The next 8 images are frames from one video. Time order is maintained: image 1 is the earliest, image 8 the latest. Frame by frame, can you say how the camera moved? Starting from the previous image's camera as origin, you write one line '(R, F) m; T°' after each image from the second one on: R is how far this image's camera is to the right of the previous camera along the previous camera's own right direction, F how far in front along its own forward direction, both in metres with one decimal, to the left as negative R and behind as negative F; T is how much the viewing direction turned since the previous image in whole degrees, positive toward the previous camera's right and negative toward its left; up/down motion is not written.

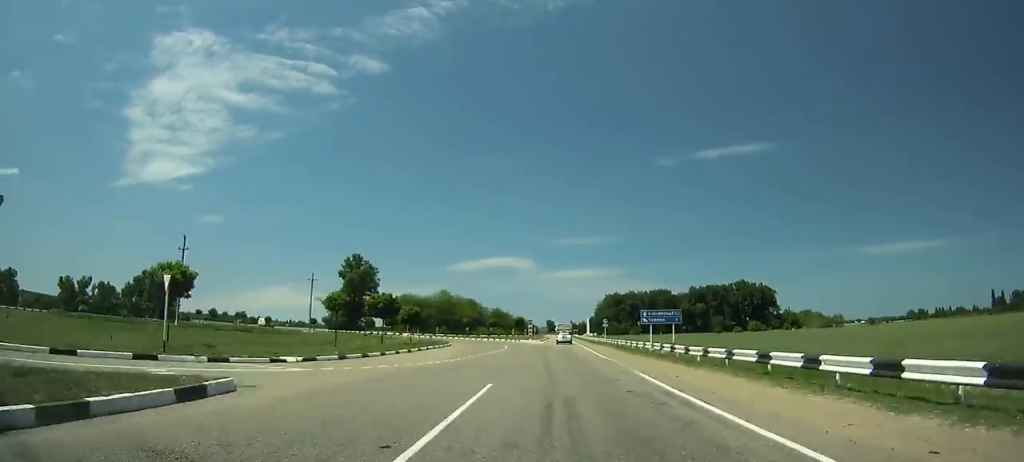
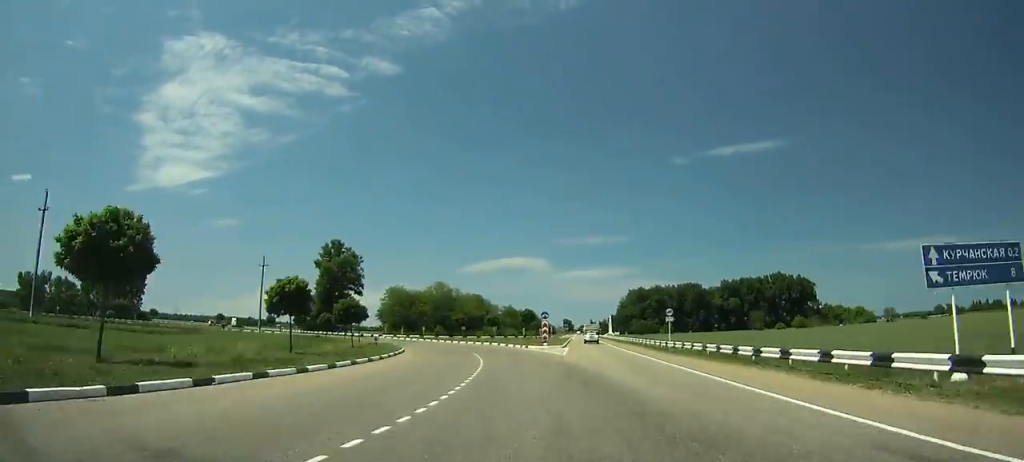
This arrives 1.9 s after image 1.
(-0.5, +33.3) m; -4°
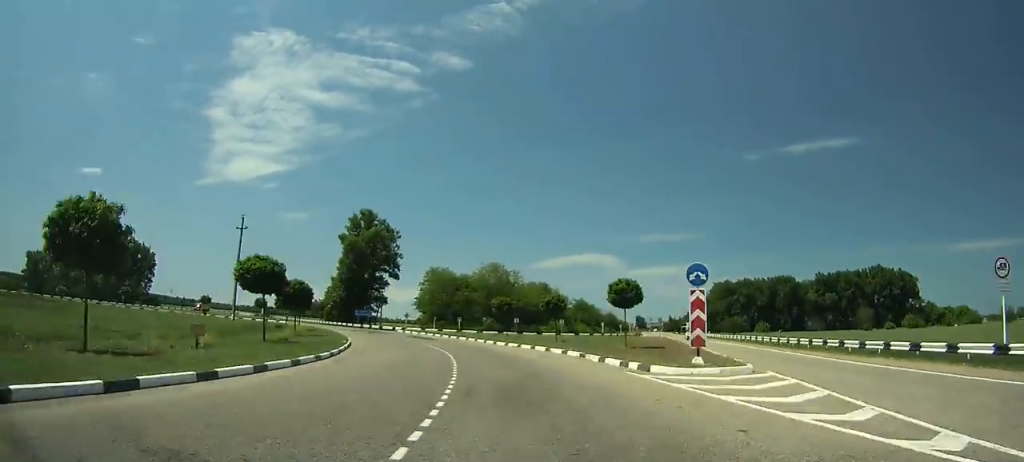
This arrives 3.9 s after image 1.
(-0.2, +33.6) m; -6°
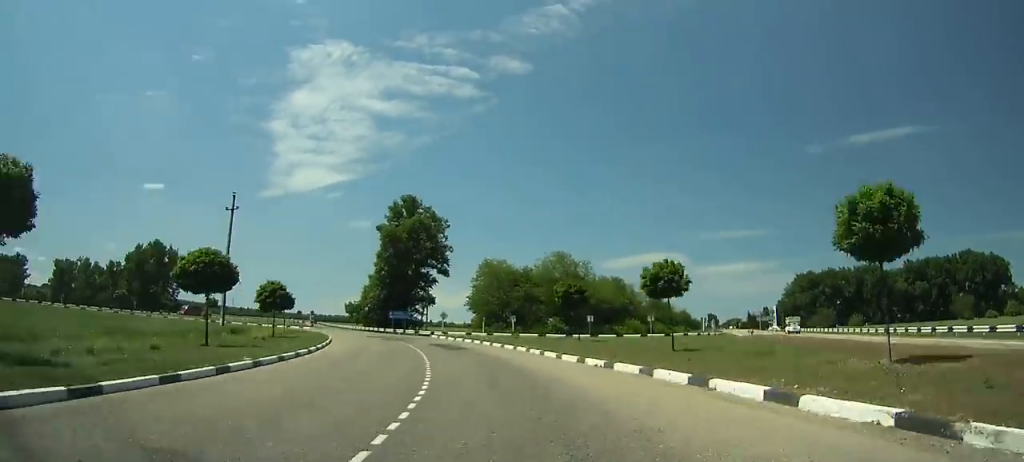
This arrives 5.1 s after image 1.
(-1.7, +19.3) m; -6°
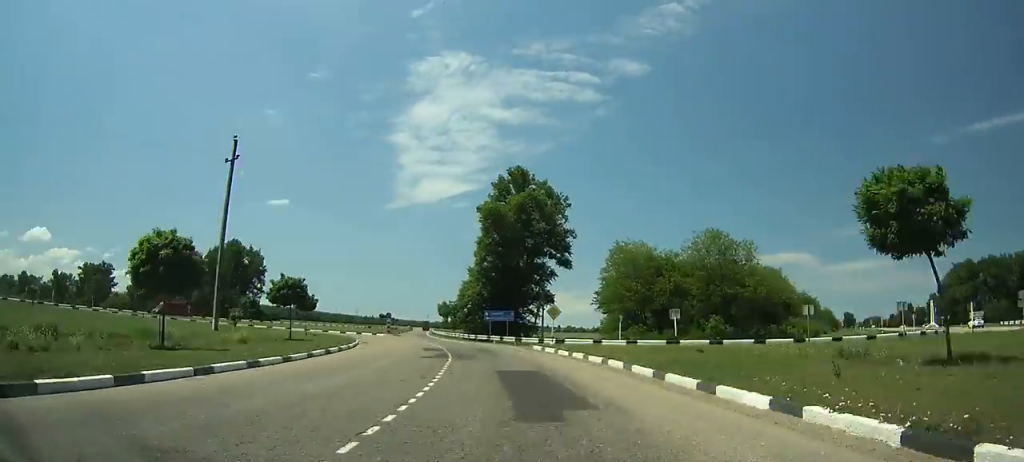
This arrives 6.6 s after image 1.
(-0.4, +24.1) m; -8°
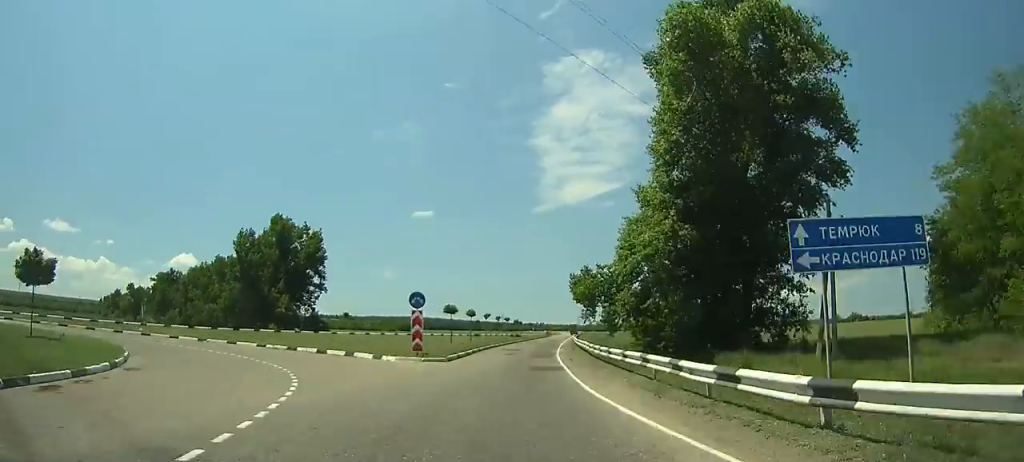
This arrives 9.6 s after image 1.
(-7.7, +47.3) m; -12°
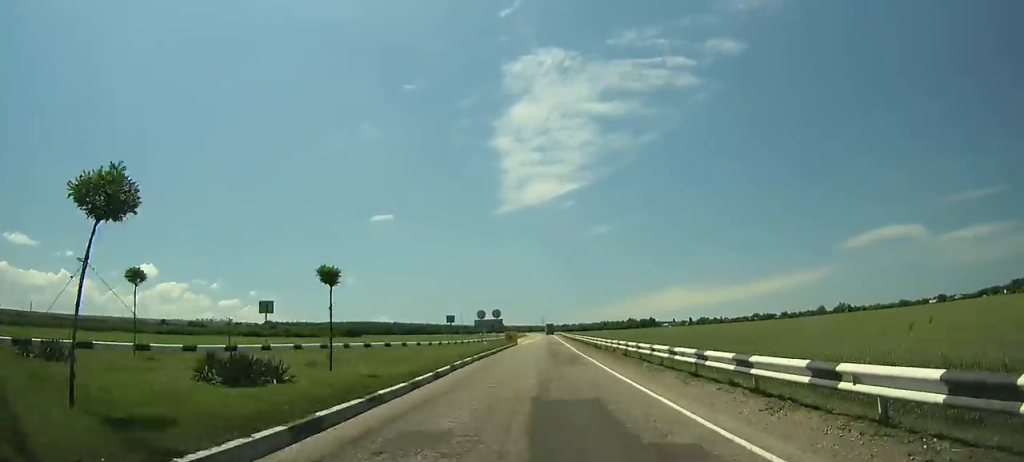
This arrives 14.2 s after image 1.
(-2.7, +76.6) m; -1°
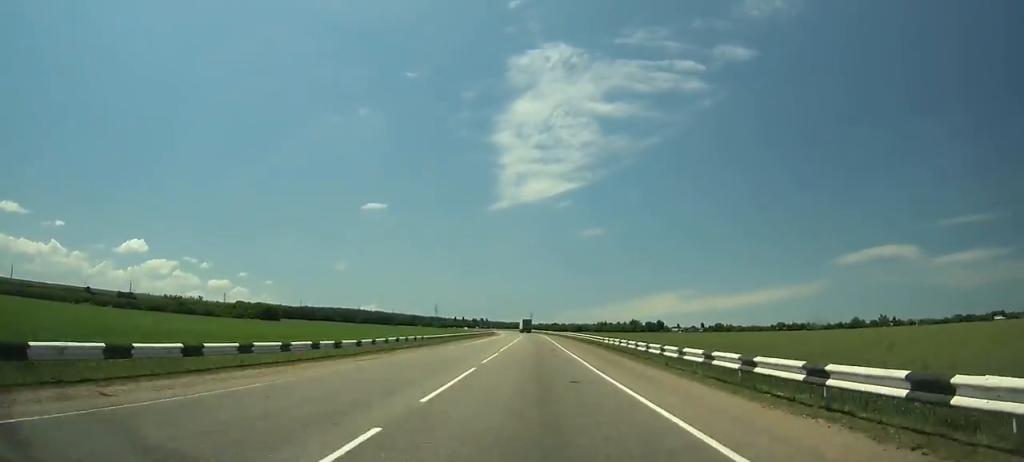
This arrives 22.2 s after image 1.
(+4.0, +142.1) m; +2°
